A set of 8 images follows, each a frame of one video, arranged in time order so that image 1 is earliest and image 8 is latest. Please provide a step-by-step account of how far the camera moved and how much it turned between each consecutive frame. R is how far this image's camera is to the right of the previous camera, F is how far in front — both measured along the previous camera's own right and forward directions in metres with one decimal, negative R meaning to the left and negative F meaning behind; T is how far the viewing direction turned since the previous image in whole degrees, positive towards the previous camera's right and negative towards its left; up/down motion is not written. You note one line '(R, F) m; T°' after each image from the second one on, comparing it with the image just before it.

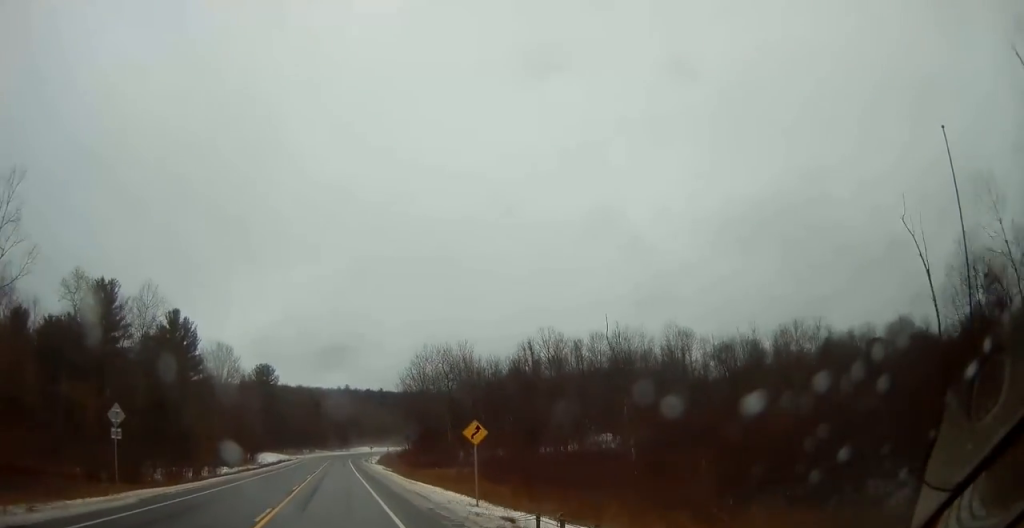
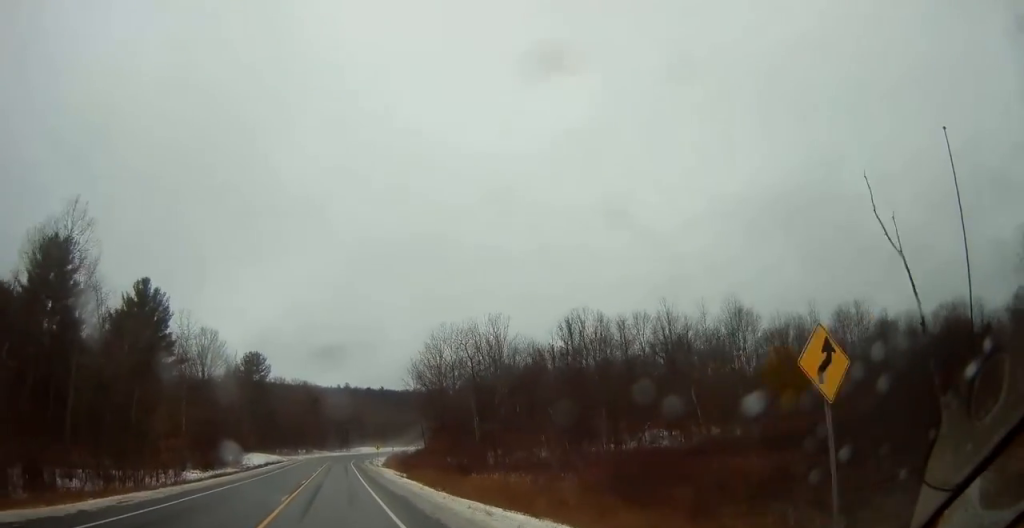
(+0.2, +18.2) m; +1°
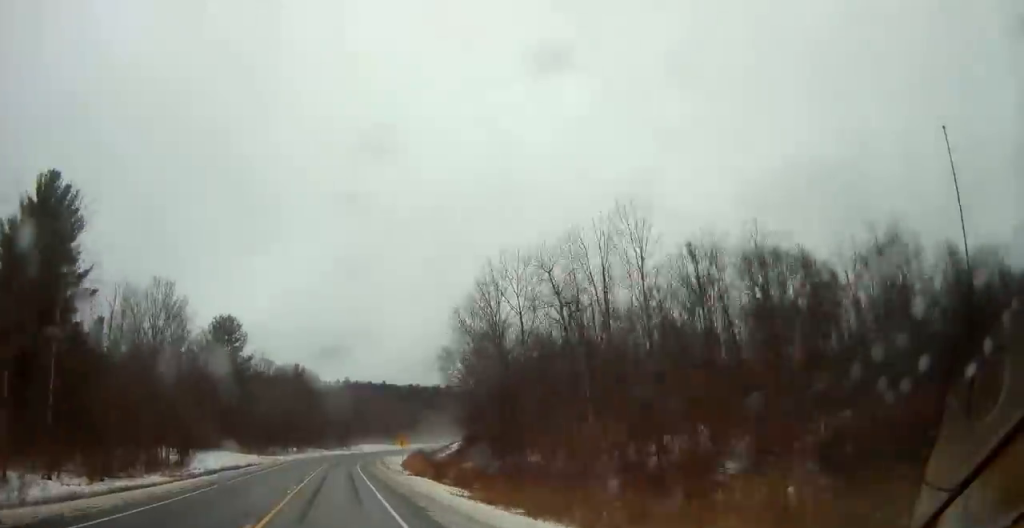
(0.0, +33.8) m; 0°
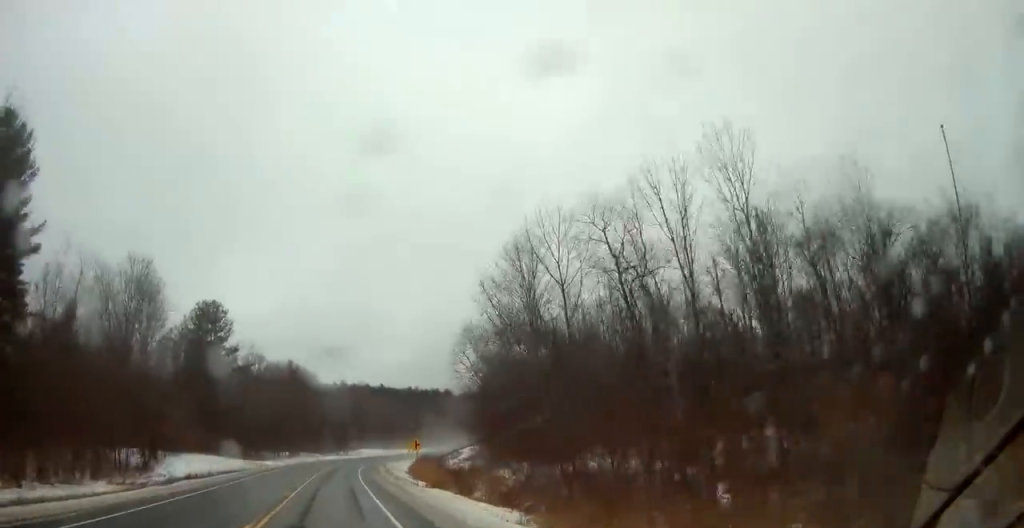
(0.0, +11.6) m; 0°
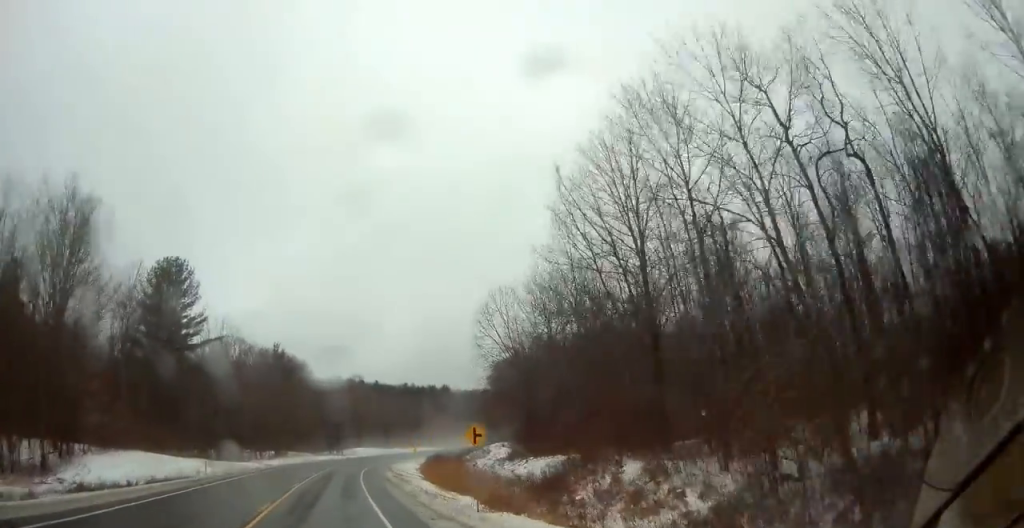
(0.0, +18.9) m; +1°
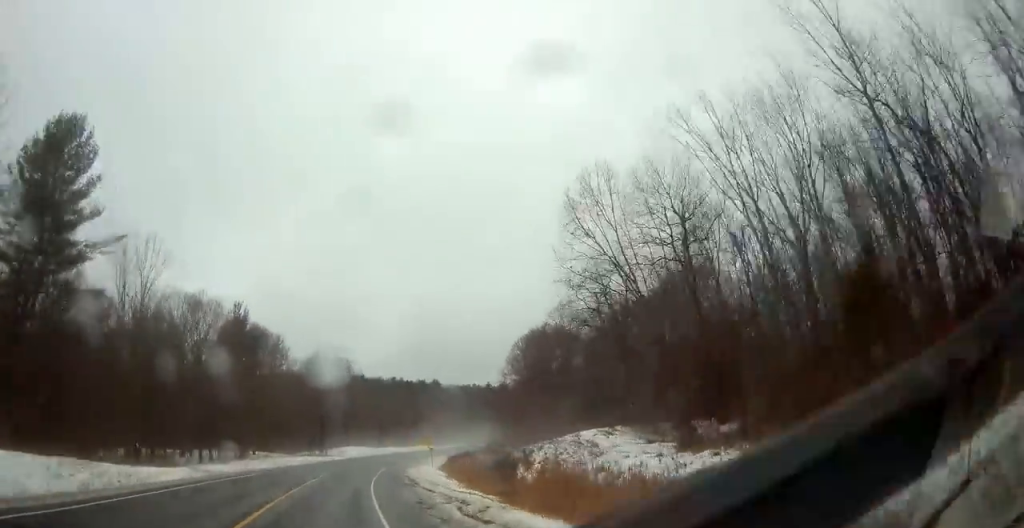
(+0.6, +31.3) m; +2°
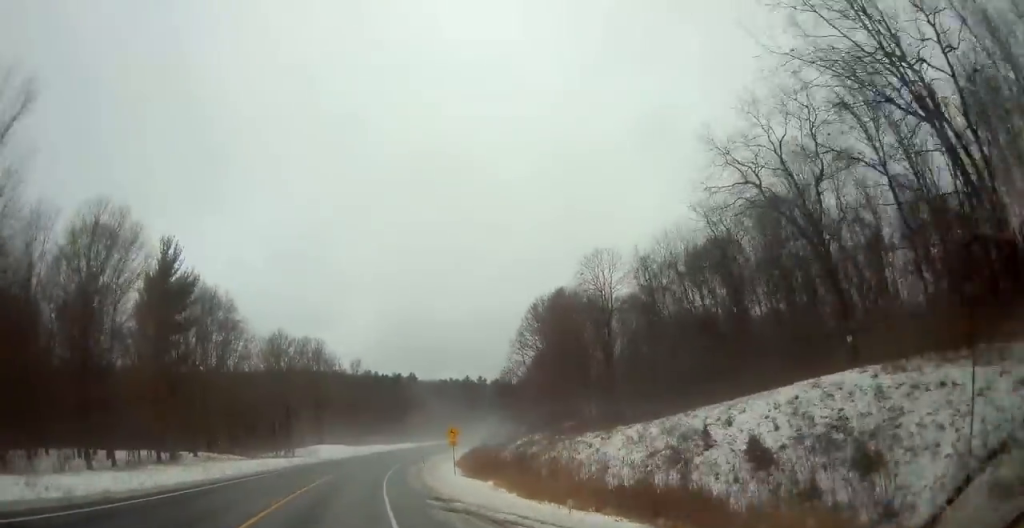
(+0.5, +26.4) m; +3°
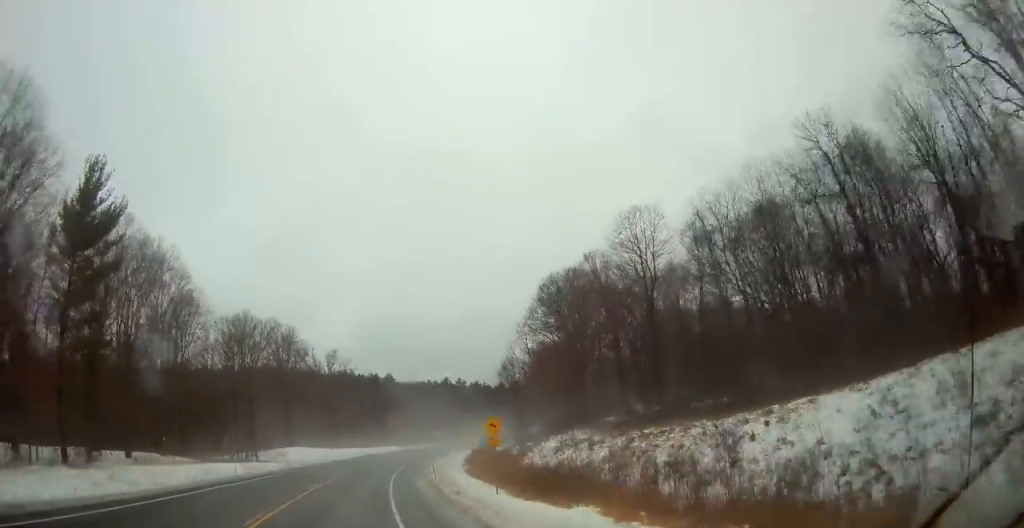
(+0.2, +17.3) m; +2°
